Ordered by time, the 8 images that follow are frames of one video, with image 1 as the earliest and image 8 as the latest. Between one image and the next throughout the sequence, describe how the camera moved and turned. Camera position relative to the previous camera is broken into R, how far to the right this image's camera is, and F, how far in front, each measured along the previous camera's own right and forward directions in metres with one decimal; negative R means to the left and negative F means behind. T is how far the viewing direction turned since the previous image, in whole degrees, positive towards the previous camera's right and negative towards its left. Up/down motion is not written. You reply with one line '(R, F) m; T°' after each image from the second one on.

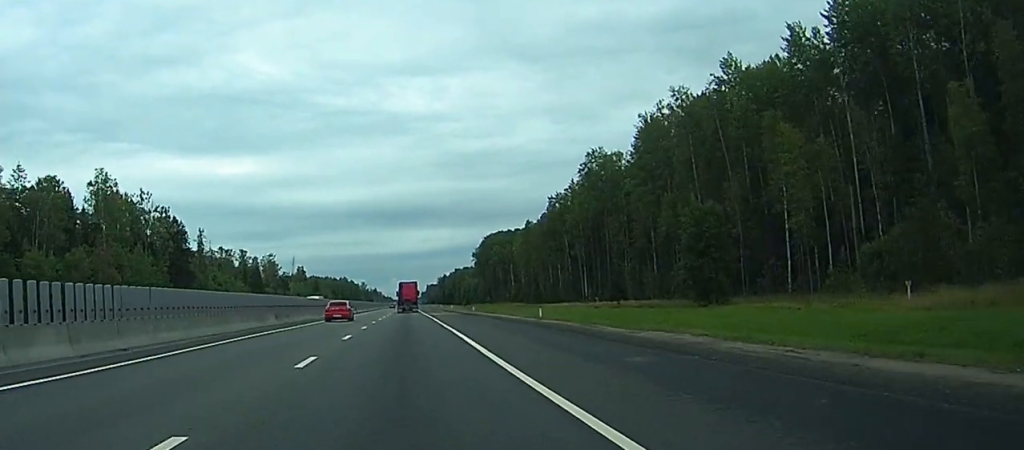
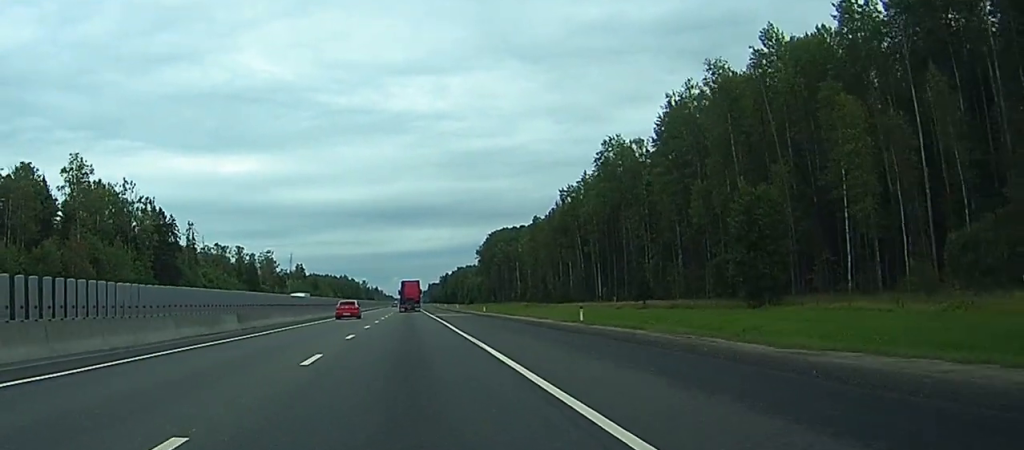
(+0.8, +12.6) m; +2°
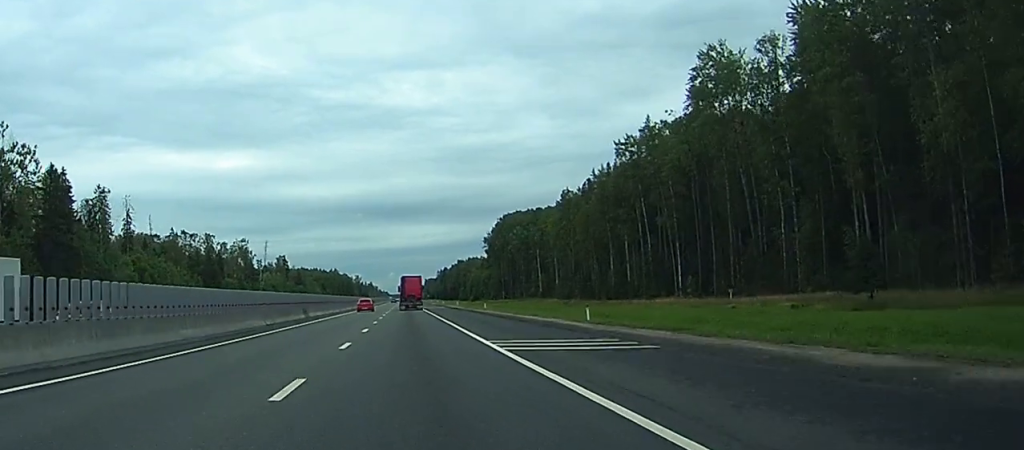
(+1.6, +54.5) m; +2°
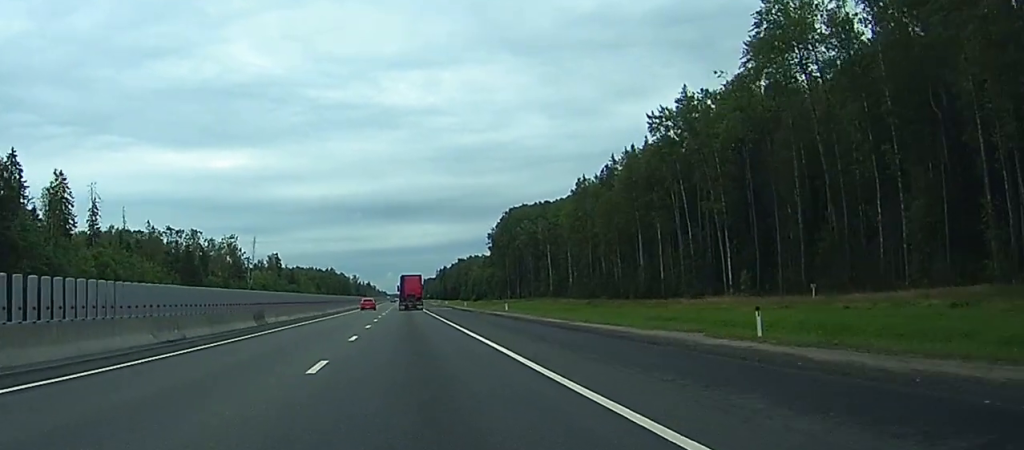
(0.0, +19.8) m; 0°
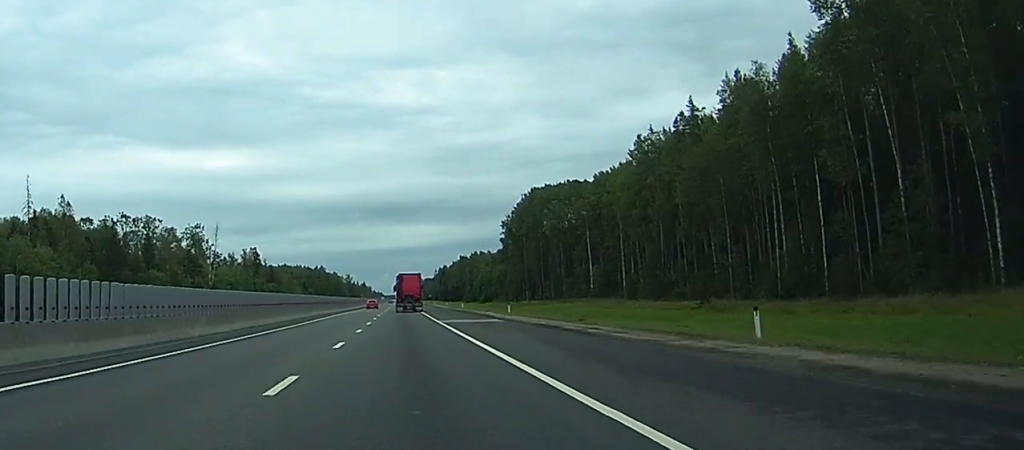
(-0.2, +50.9) m; 0°
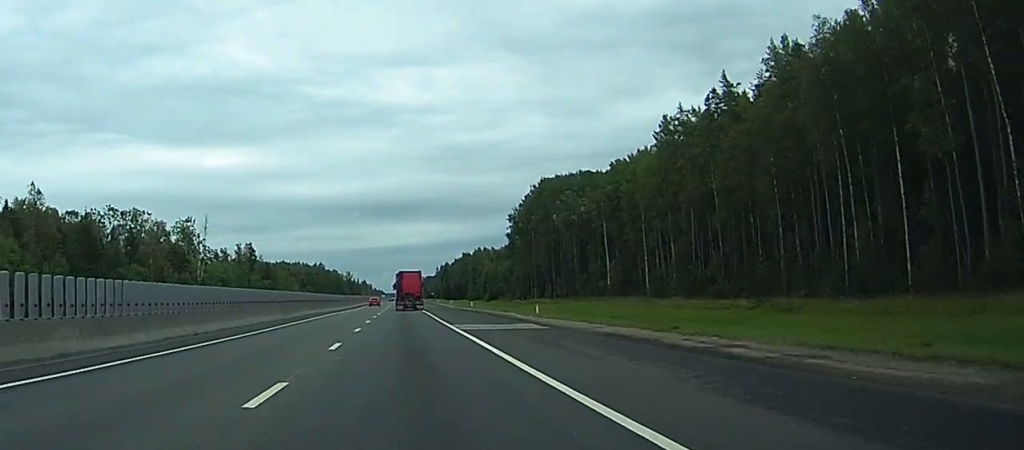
(0.0, +13.4) m; 0°
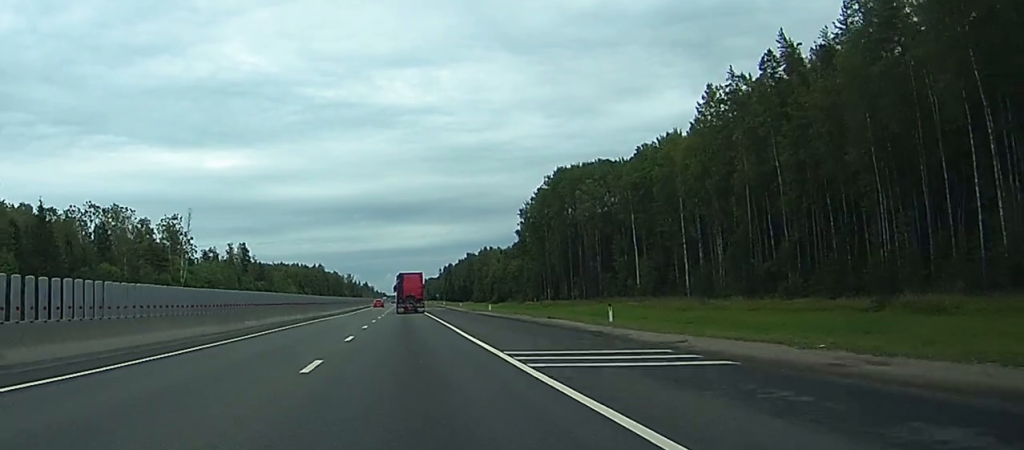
(0.0, +18.3) m; 0°
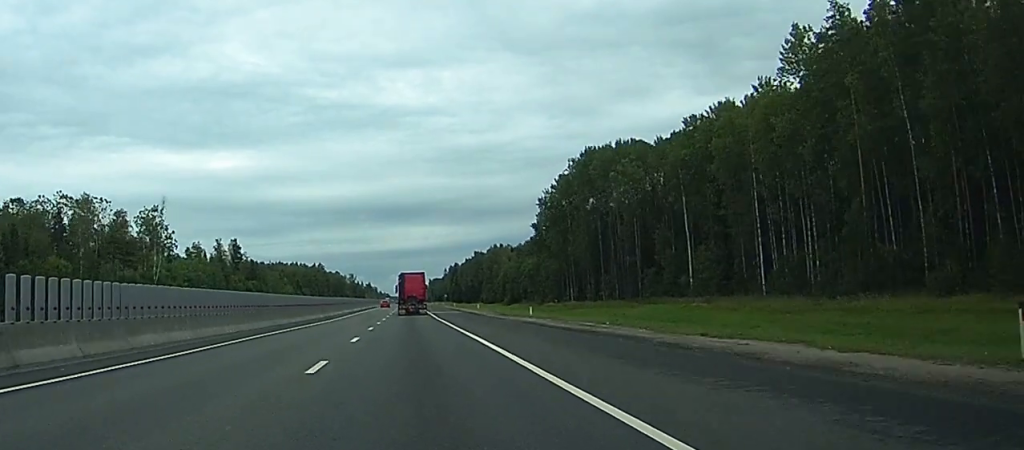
(-0.2, +23.9) m; -1°
